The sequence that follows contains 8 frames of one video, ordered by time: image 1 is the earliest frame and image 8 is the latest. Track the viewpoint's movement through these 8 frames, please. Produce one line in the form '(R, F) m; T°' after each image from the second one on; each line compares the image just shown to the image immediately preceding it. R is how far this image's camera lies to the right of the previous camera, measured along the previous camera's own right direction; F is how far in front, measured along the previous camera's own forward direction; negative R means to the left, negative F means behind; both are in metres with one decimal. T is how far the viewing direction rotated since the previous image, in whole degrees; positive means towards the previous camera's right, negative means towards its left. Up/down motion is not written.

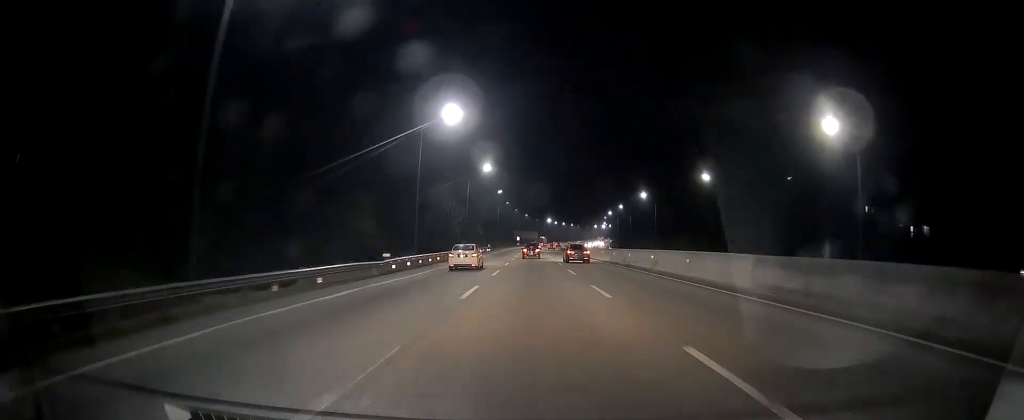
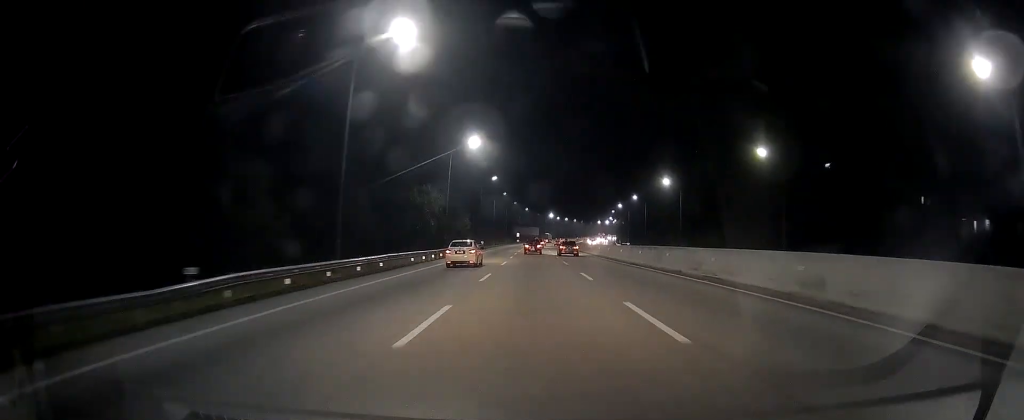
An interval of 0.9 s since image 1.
(0.0, +19.1) m; -2°
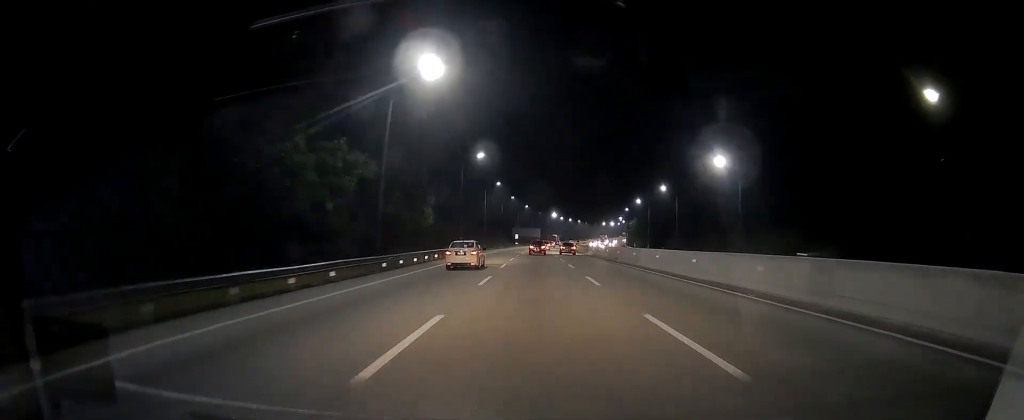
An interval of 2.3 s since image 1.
(-1.0, +28.0) m; -1°
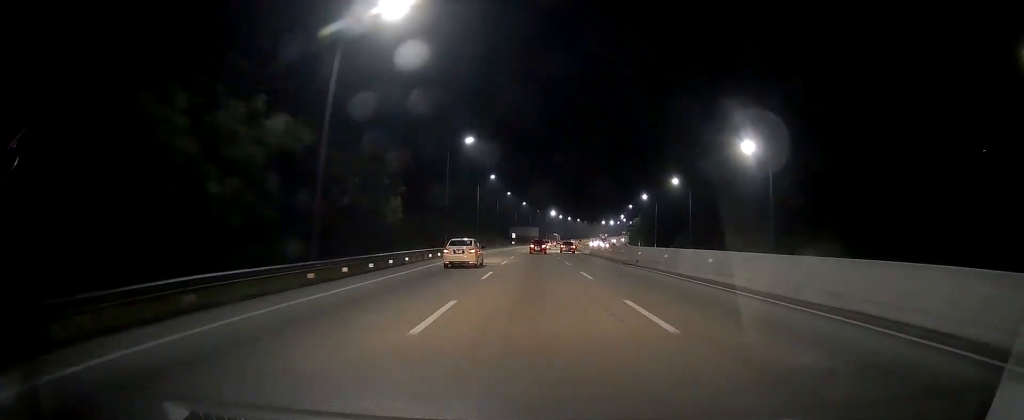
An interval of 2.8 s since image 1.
(+0.4, +10.2) m; +1°
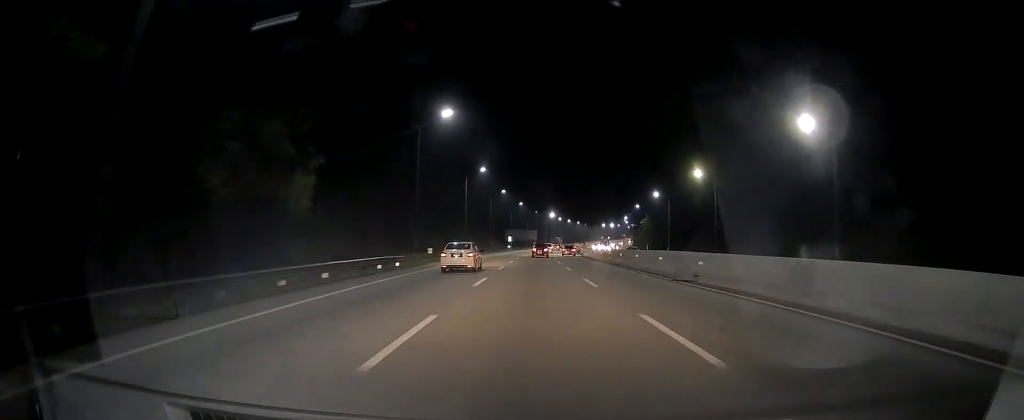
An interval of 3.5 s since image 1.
(+0.3, +14.4) m; +1°
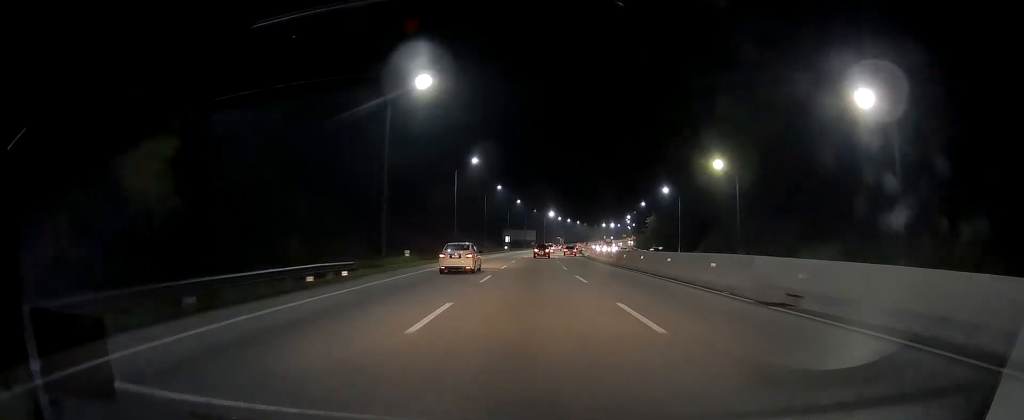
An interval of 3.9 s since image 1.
(0.0, +8.9) m; 0°
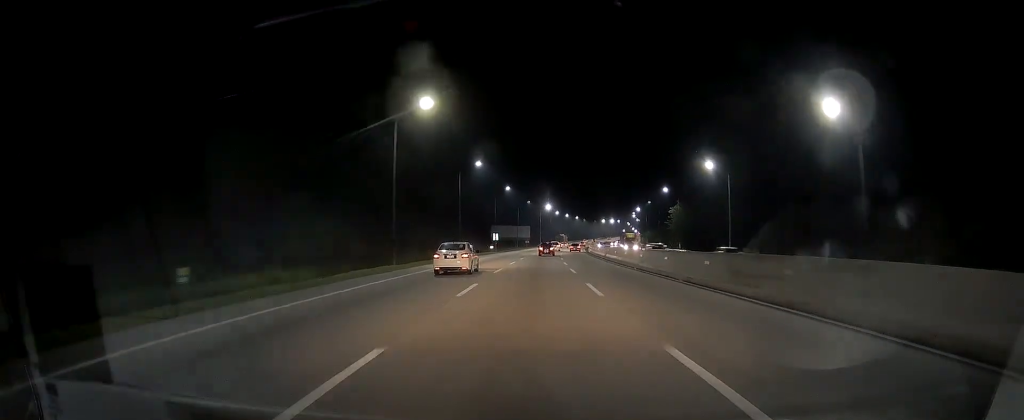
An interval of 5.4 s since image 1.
(0.0, +30.0) m; 0°
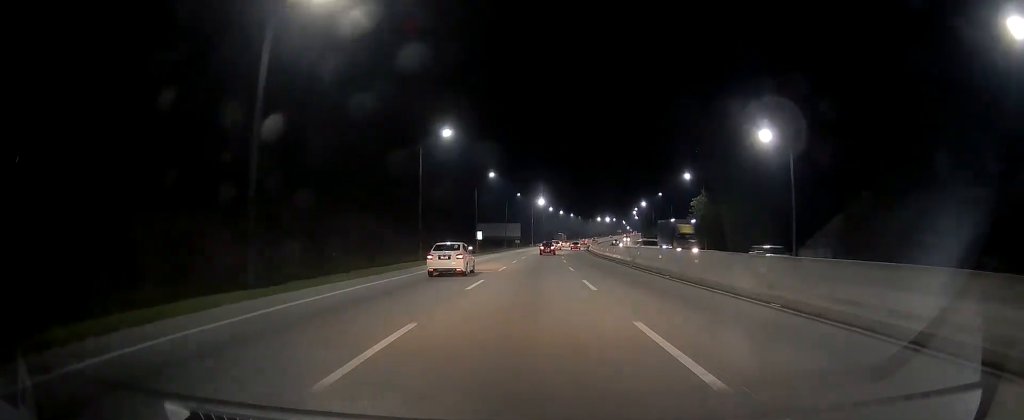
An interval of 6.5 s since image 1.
(0.0, +21.8) m; 0°
